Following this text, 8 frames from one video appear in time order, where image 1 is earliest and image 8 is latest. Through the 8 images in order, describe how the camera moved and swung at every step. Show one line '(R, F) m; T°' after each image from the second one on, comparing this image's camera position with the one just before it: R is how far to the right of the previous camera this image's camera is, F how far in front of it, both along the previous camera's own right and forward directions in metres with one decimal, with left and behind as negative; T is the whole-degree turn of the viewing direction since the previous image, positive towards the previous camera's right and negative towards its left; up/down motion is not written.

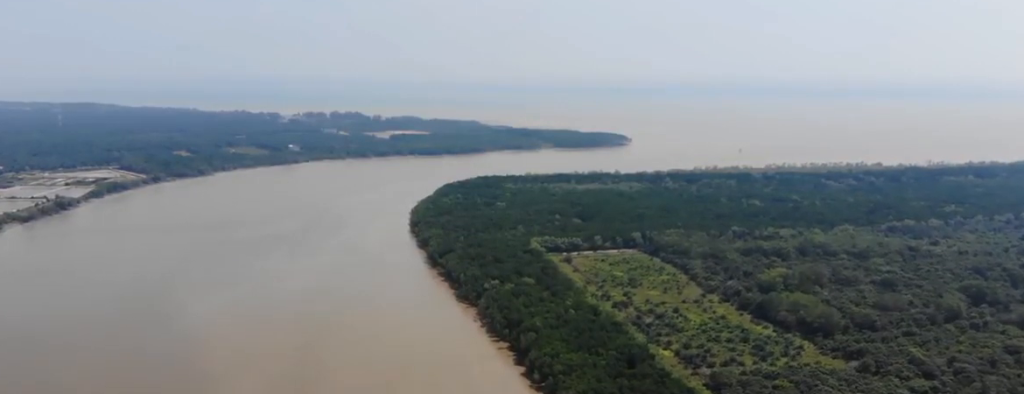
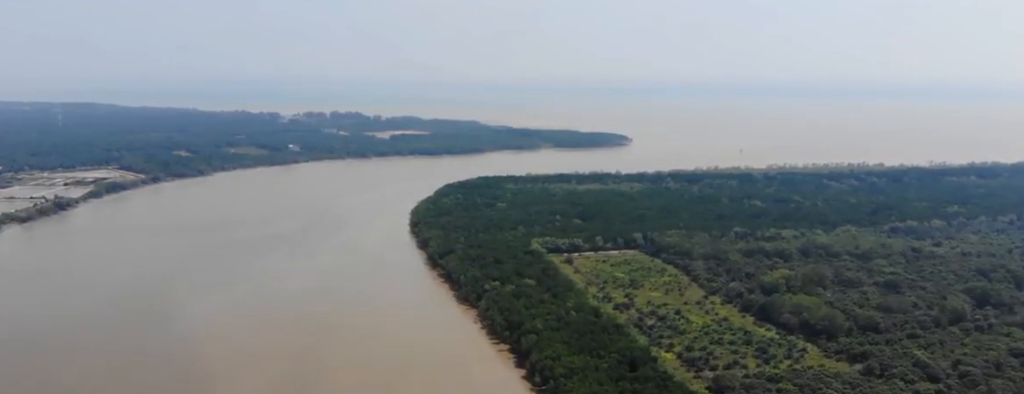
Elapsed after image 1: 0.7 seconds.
(+0.5, +4.3) m; +2°
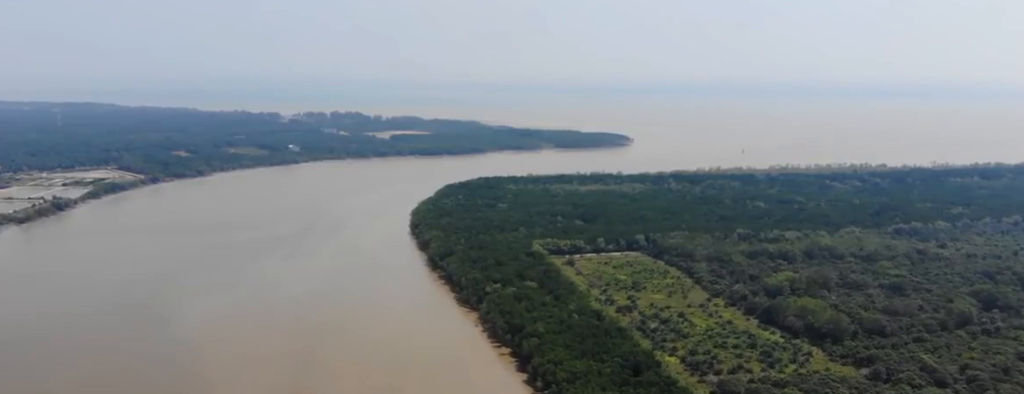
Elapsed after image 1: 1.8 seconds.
(-0.1, +6.2) m; -4°
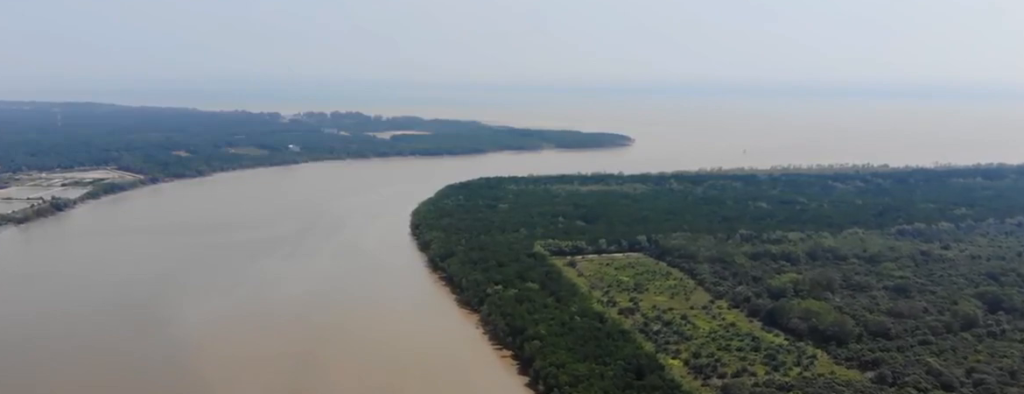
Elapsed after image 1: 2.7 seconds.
(-0.2, +5.1) m; -2°
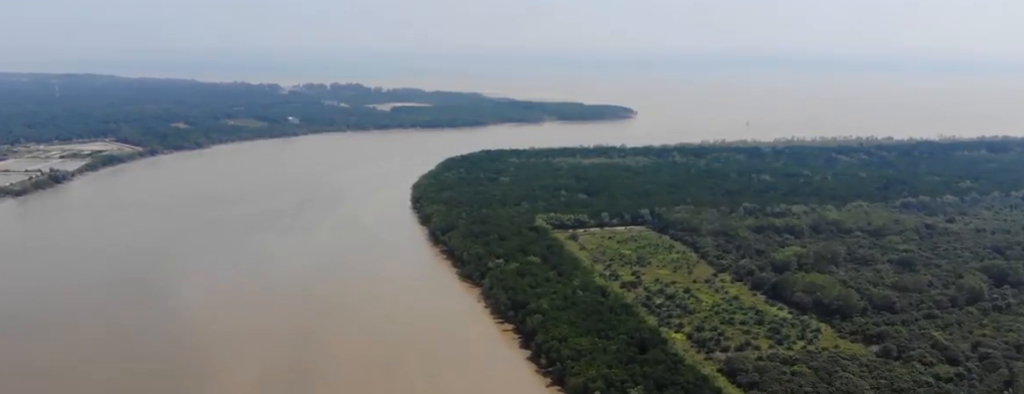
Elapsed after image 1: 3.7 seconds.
(0.0, +5.3) m; +3°
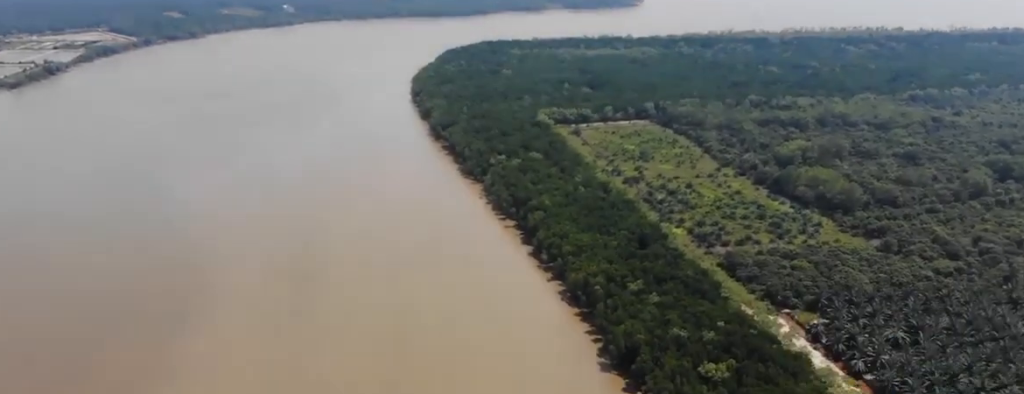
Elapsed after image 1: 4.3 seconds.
(0.0, +1.8) m; 0°
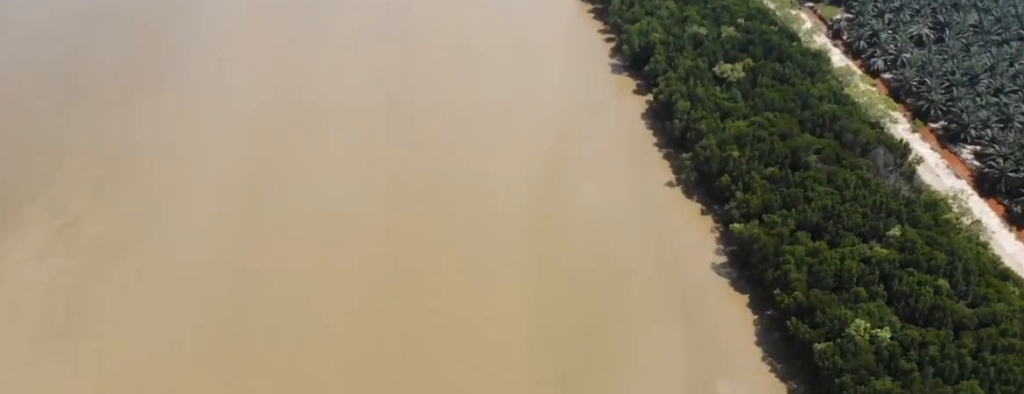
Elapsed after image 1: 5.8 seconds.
(-0.5, +6.3) m; -6°
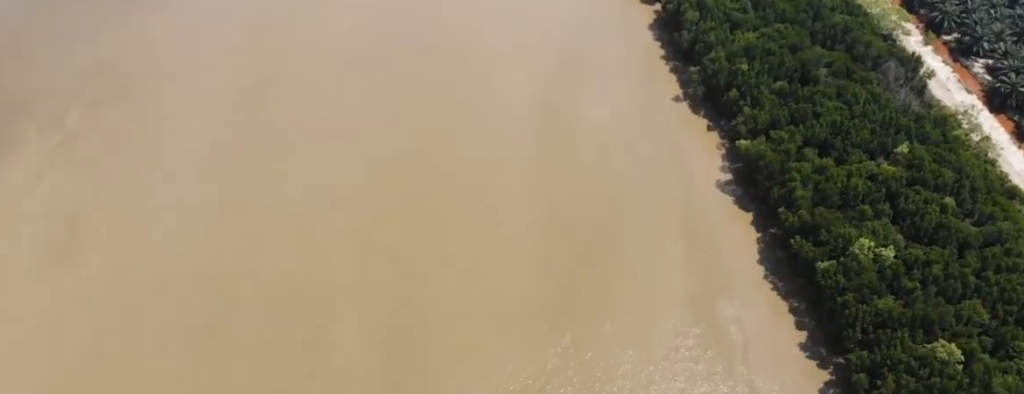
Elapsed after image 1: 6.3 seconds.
(0.0, +3.5) m; 0°
